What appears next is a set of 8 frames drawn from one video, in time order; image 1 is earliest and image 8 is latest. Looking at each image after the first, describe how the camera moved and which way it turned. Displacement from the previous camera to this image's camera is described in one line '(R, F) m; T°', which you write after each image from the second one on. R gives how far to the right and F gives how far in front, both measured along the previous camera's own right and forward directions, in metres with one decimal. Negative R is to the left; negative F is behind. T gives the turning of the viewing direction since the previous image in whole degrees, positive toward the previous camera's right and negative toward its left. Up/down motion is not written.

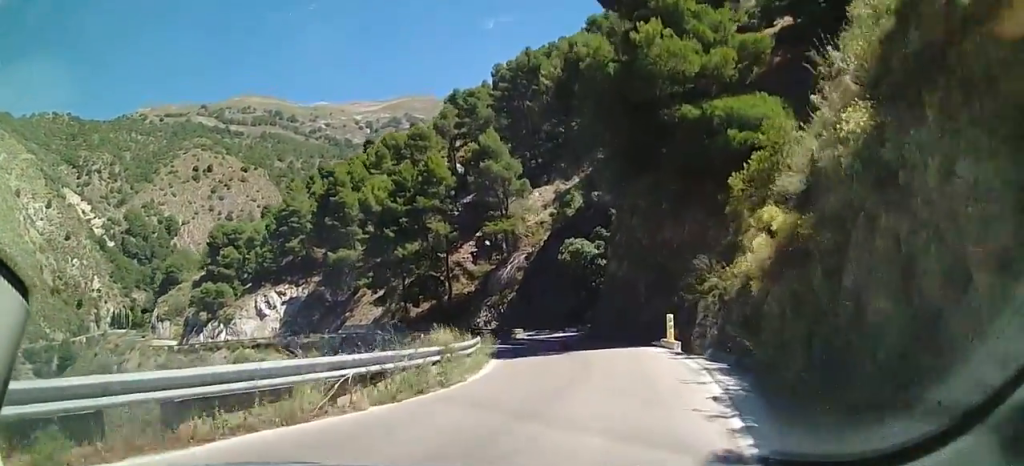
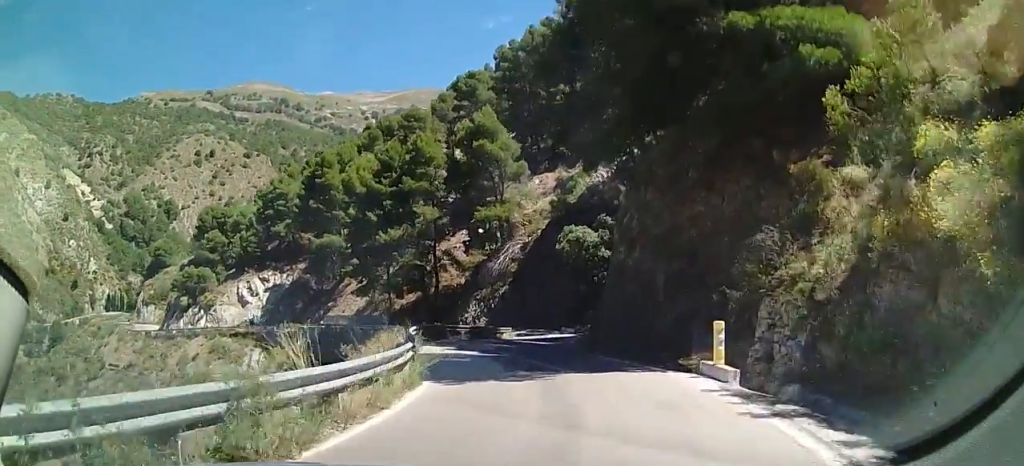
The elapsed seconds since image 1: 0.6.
(0.0, +6.5) m; -2°
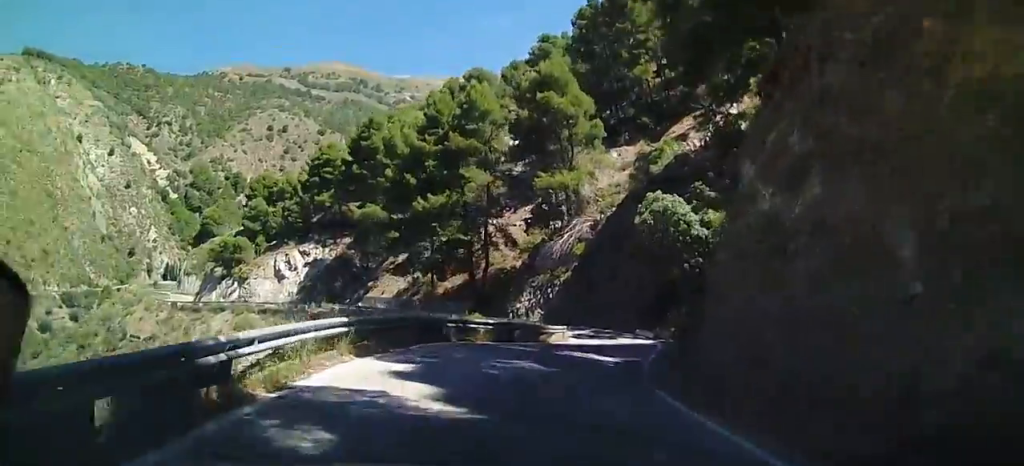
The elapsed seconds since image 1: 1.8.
(-0.9, +11.9) m; -7°
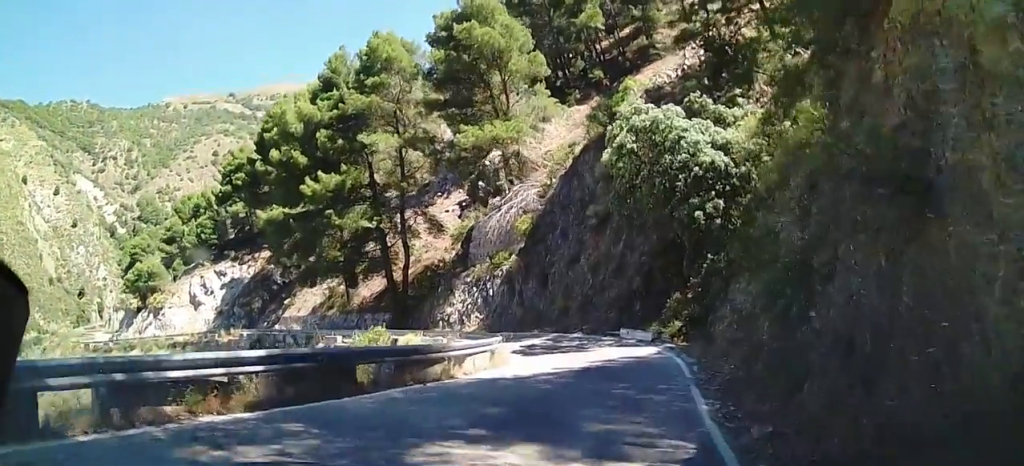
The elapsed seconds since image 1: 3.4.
(-0.3, +14.2) m; +2°
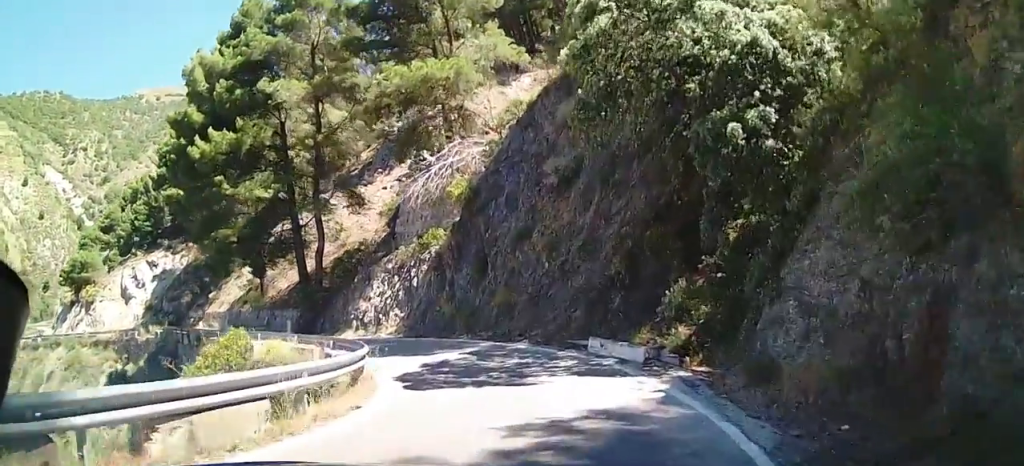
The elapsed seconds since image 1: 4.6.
(+0.3, +9.4) m; -2°
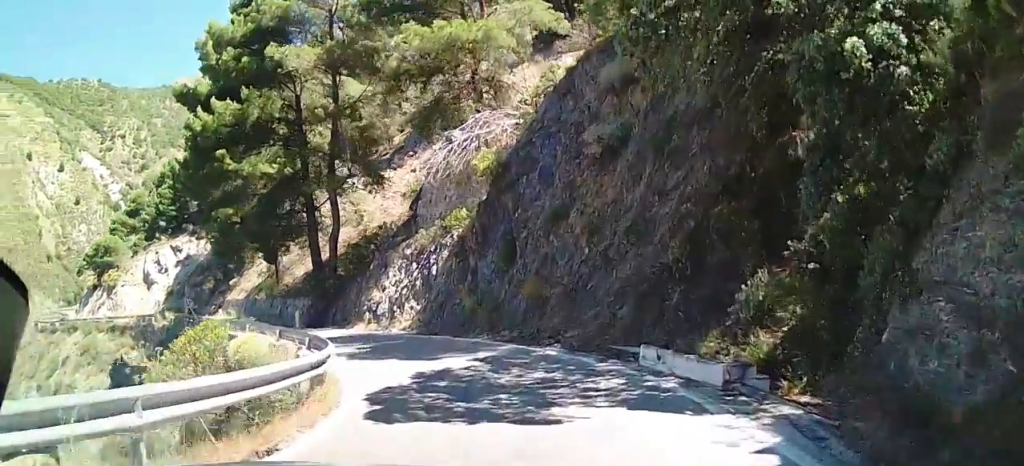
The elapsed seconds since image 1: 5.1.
(+0.1, +3.5) m; -4°
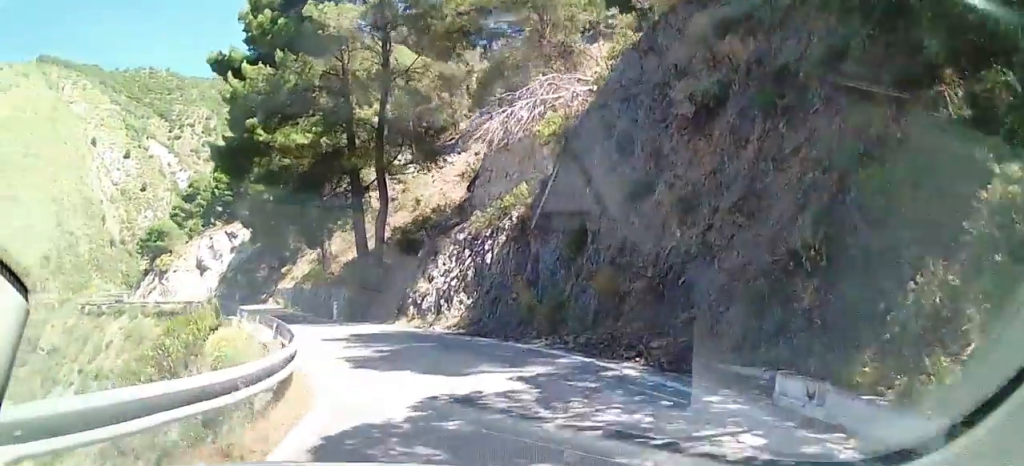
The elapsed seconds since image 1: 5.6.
(-0.3, +3.4) m; -7°
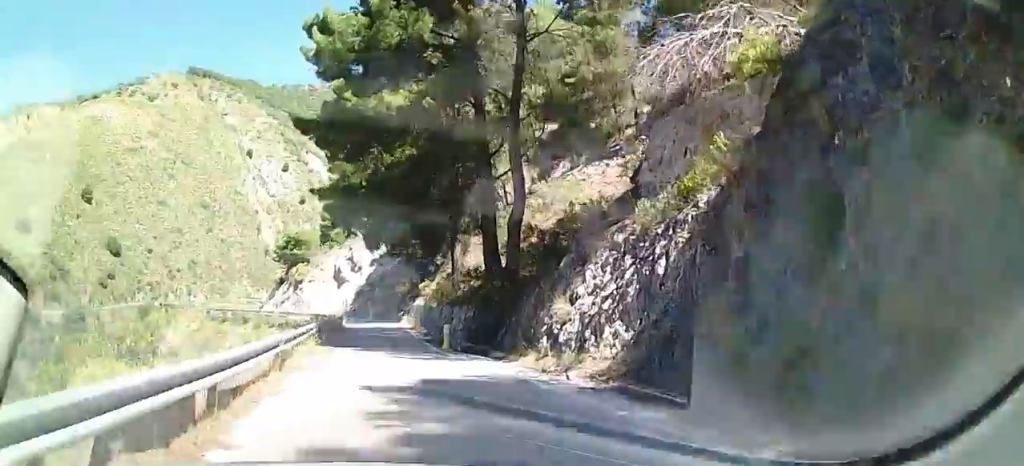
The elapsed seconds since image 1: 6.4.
(-0.7, +6.2) m; -13°
